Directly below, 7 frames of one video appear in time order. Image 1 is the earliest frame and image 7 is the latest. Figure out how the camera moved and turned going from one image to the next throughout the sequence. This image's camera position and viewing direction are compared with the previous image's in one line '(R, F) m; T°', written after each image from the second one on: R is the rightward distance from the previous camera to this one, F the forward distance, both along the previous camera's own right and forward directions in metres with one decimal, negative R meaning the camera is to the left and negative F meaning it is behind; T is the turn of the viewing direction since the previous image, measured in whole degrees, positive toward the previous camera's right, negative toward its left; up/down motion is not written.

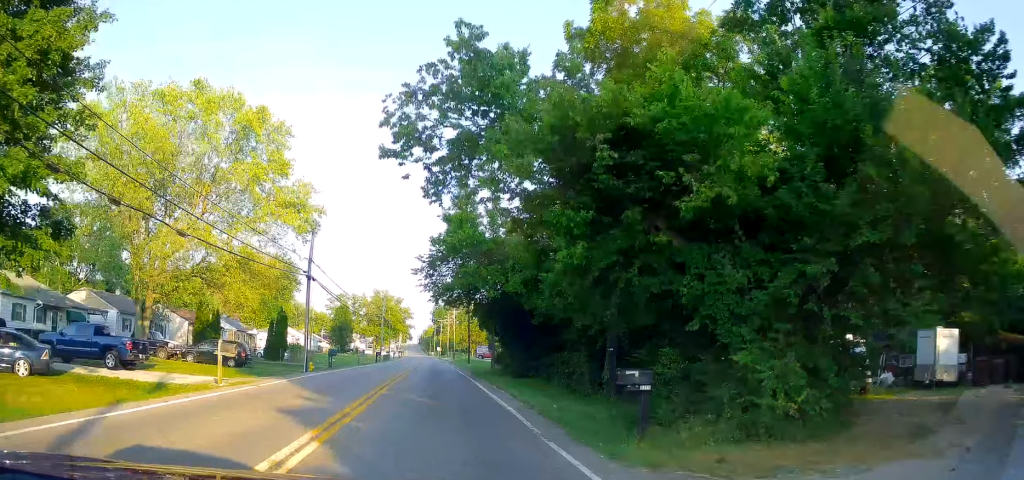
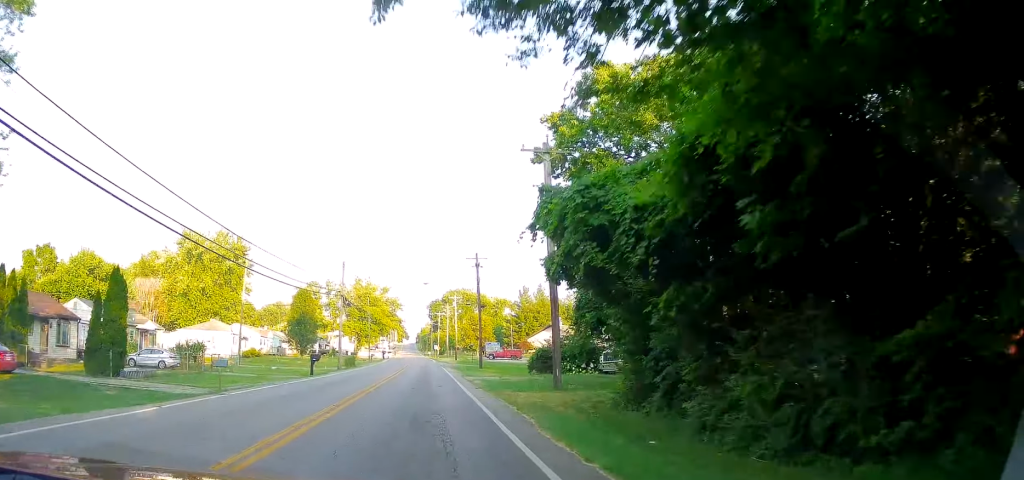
(+0.1, +31.2) m; -1°
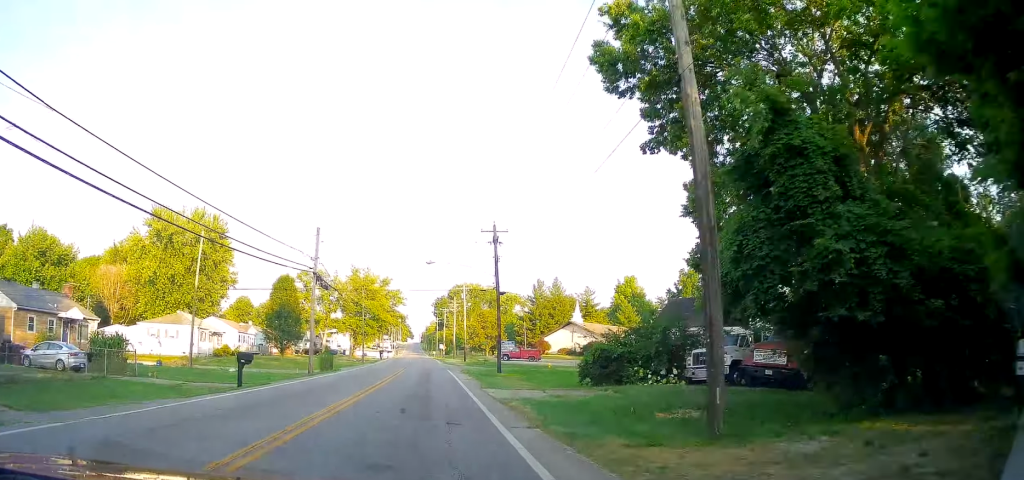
(-0.1, +13.2) m; -1°
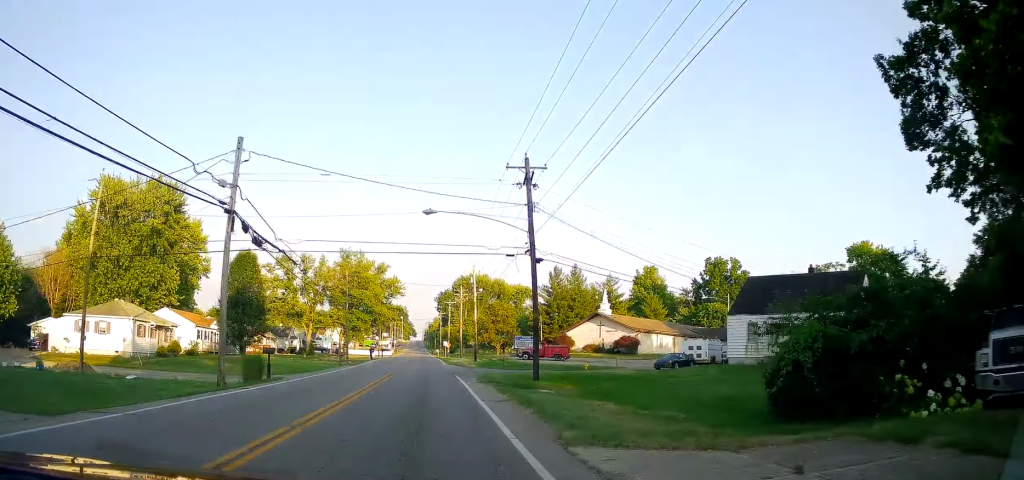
(0.0, +16.1) m; 0°
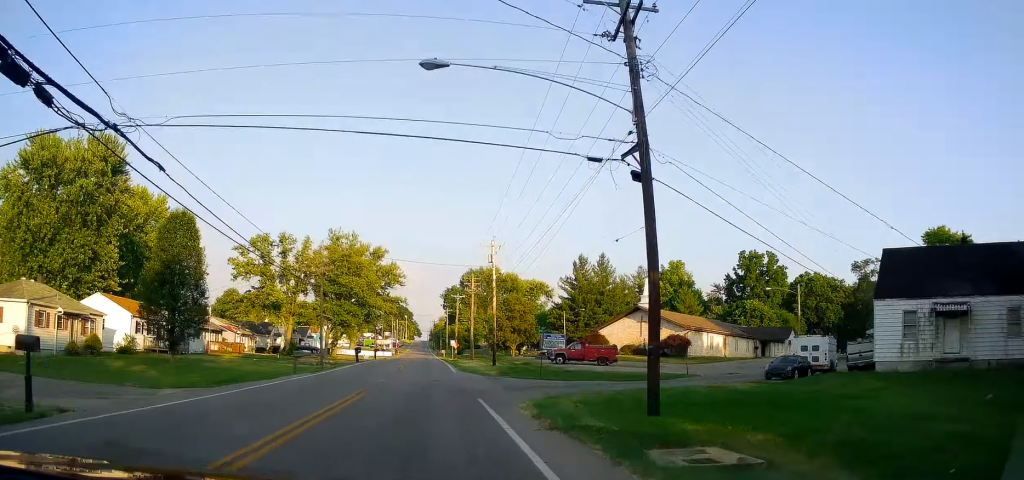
(0.0, +16.1) m; -1°
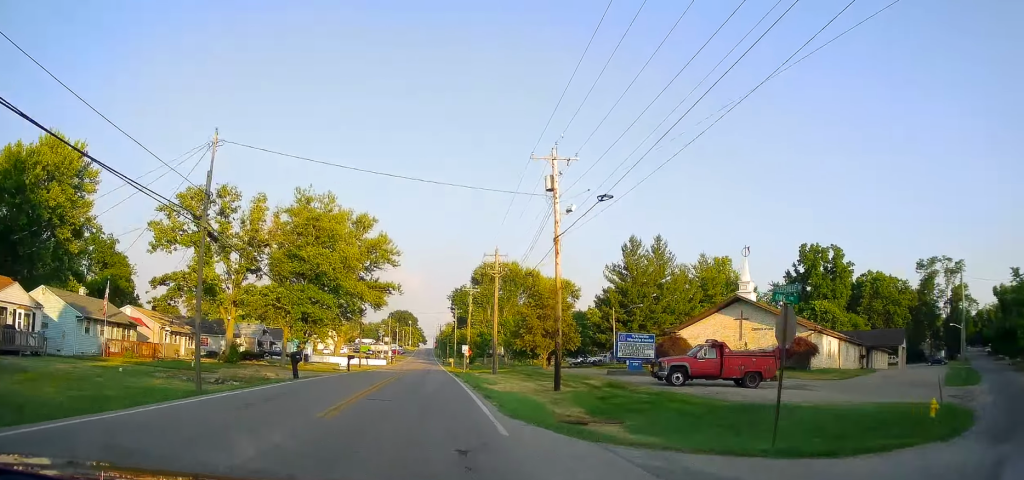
(-0.4, +24.5) m; 0°
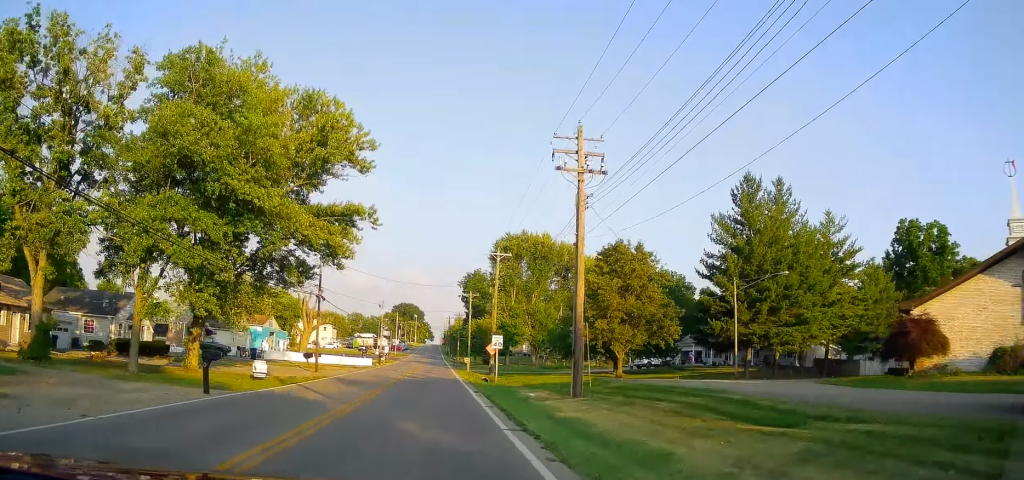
(+0.4, +29.7) m; 0°
